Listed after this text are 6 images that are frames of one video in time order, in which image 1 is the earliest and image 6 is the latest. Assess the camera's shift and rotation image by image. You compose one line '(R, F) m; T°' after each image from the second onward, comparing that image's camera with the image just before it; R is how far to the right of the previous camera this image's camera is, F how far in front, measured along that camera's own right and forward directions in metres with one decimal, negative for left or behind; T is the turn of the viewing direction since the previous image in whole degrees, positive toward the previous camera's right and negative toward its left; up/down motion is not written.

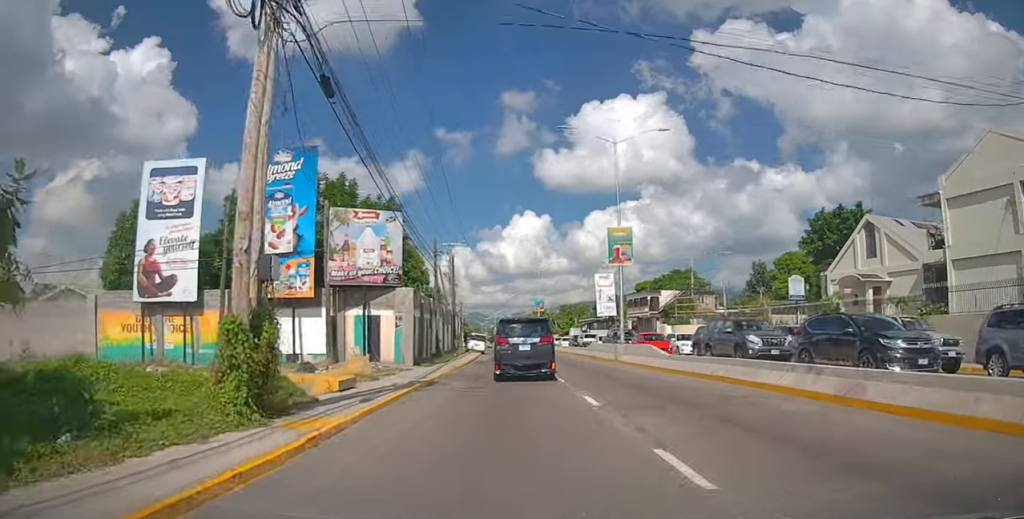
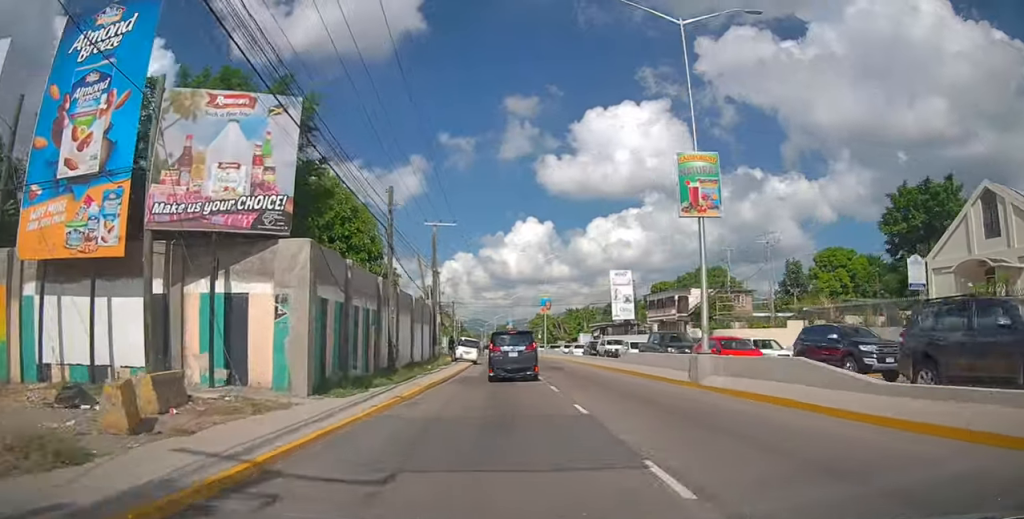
(-0.1, +12.2) m; -1°
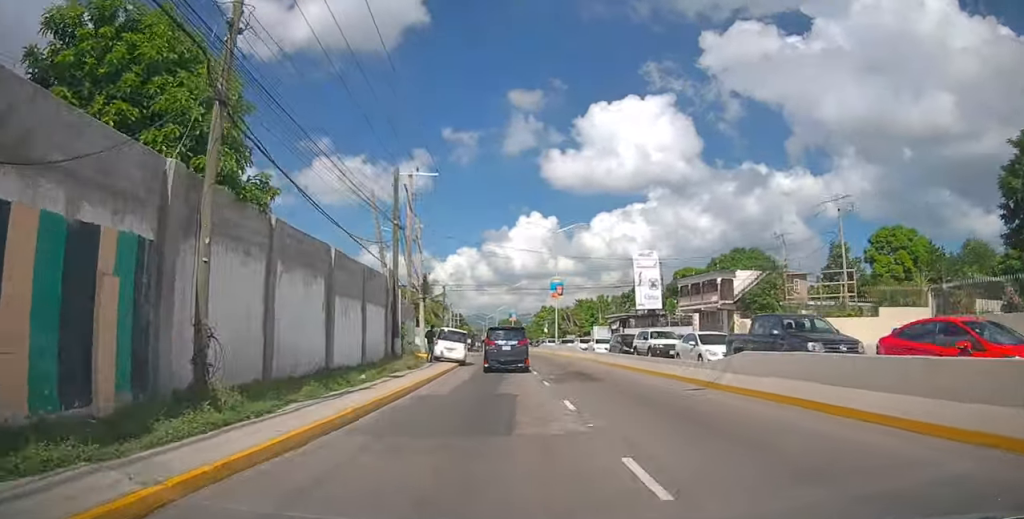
(-0.1, +12.2) m; 0°
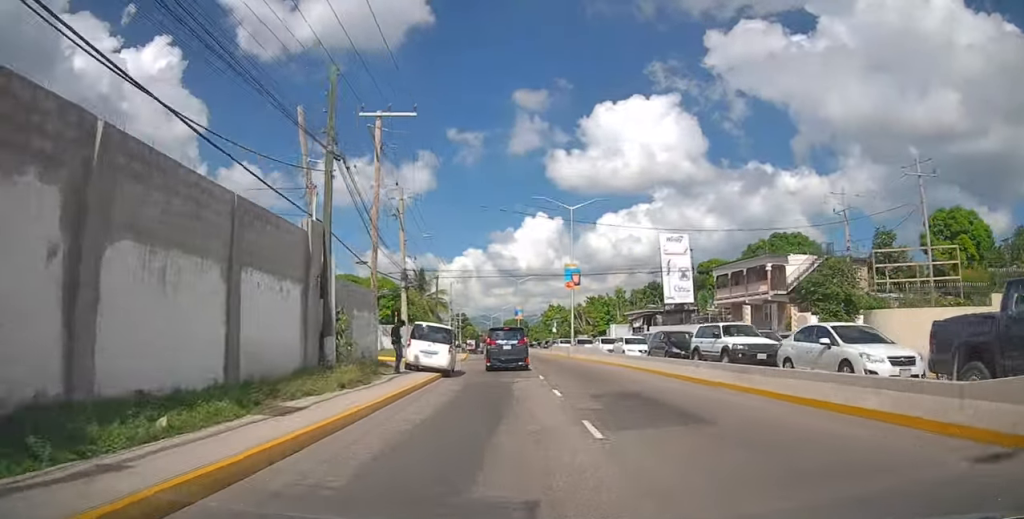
(0.0, +9.1) m; +1°
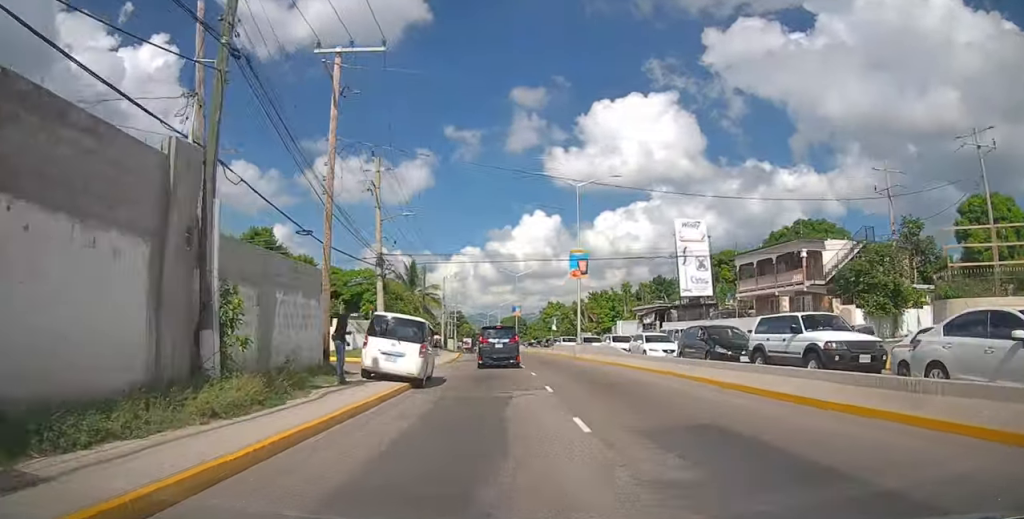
(+0.1, +5.6) m; -1°
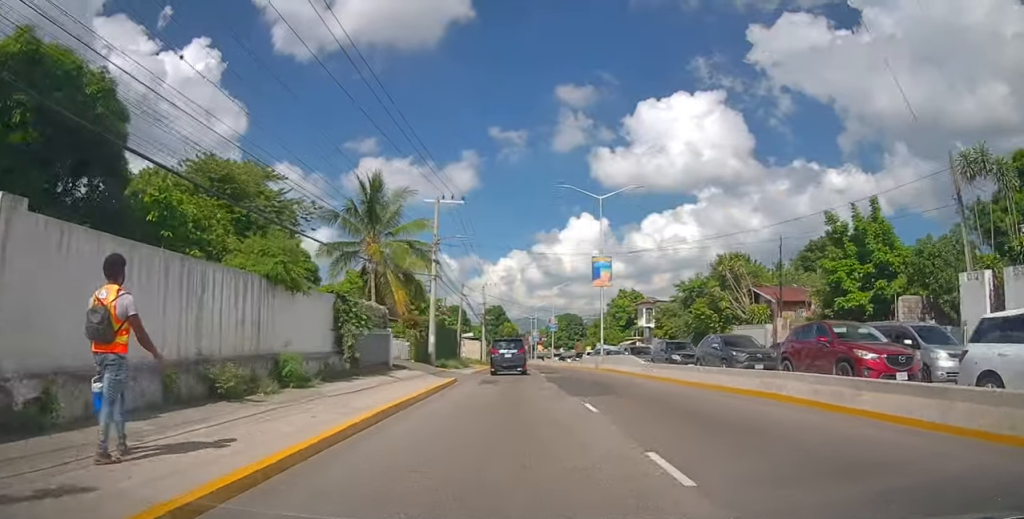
(-2.2, +44.4) m; -5°
